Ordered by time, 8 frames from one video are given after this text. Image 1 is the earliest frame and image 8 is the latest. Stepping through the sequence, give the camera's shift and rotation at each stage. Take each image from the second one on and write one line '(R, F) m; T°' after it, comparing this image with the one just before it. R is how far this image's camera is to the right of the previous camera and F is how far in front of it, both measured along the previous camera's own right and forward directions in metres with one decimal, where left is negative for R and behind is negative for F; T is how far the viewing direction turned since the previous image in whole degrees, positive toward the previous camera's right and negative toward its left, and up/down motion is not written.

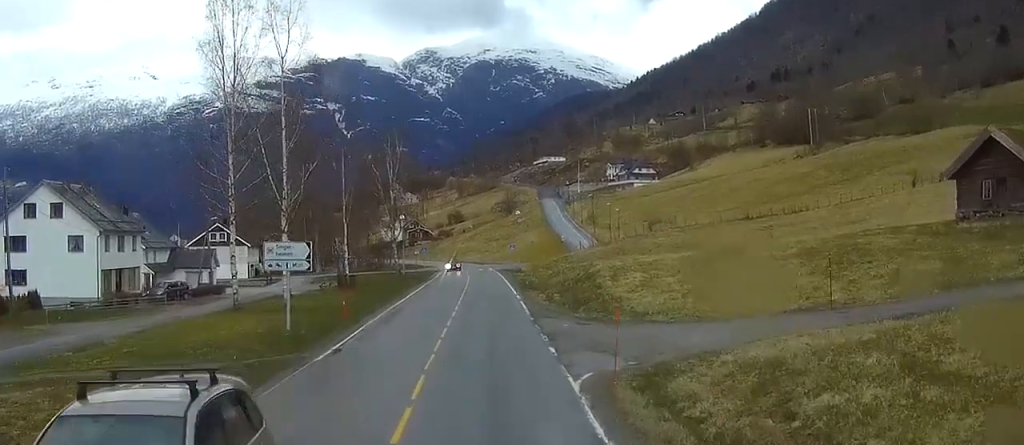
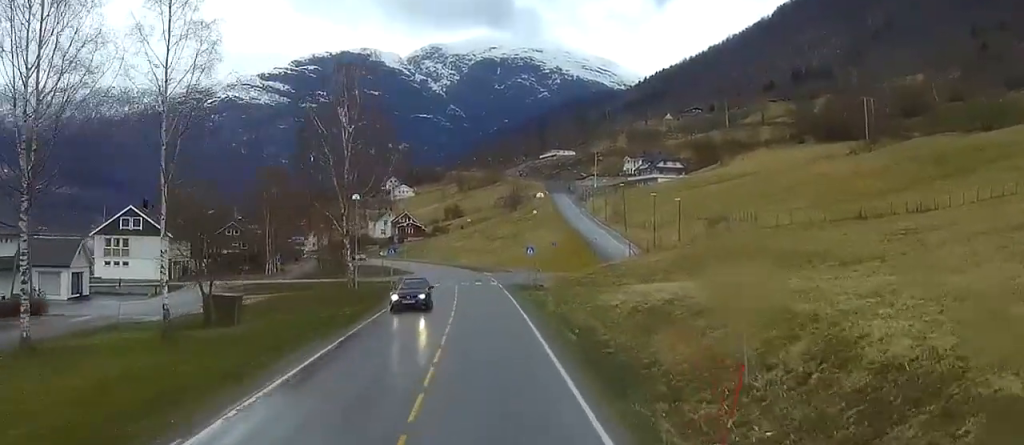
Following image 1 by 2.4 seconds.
(+1.8, +44.2) m; +4°
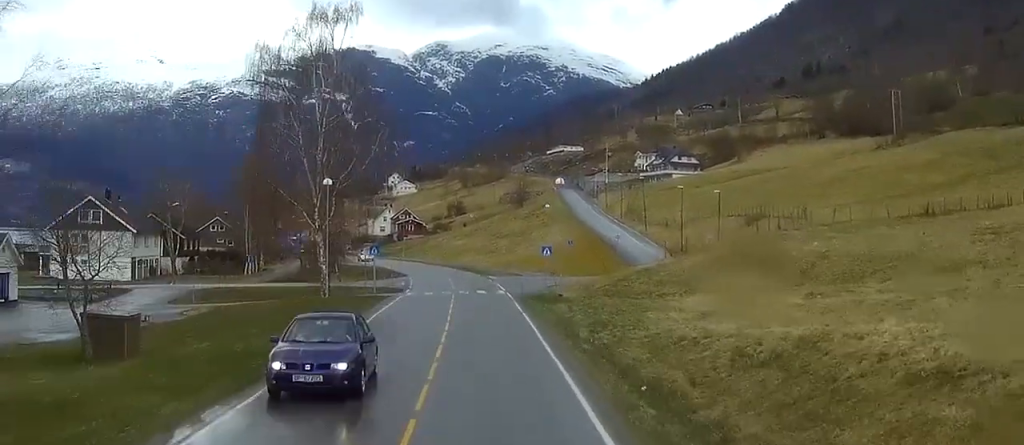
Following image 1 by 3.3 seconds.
(-0.1, +15.0) m; 0°
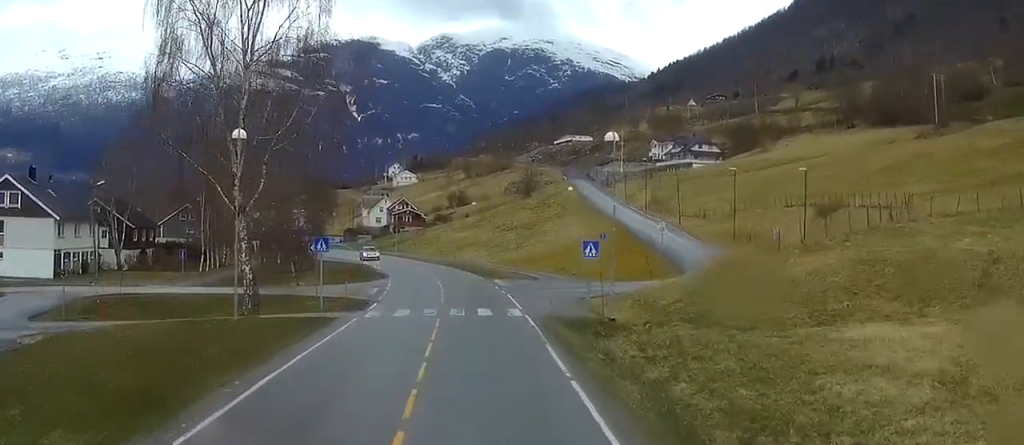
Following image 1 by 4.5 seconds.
(+0.3, +21.5) m; +2°
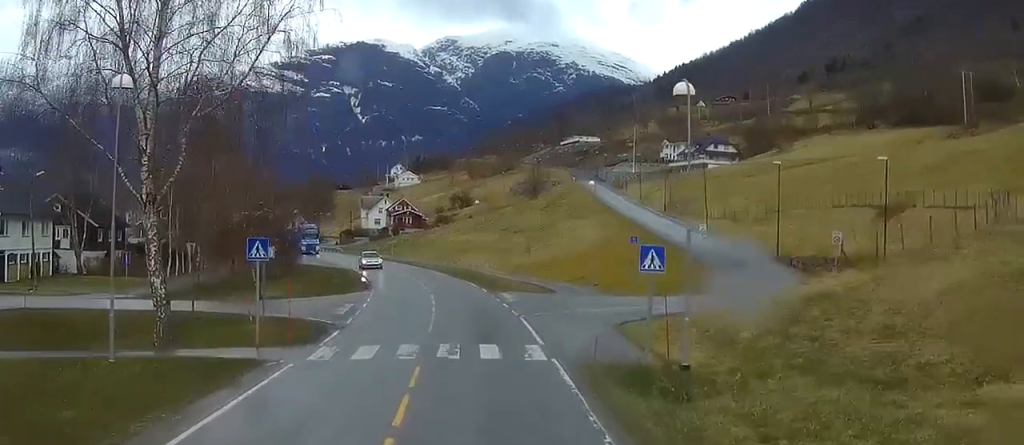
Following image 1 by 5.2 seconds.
(+0.1, +12.0) m; 0°
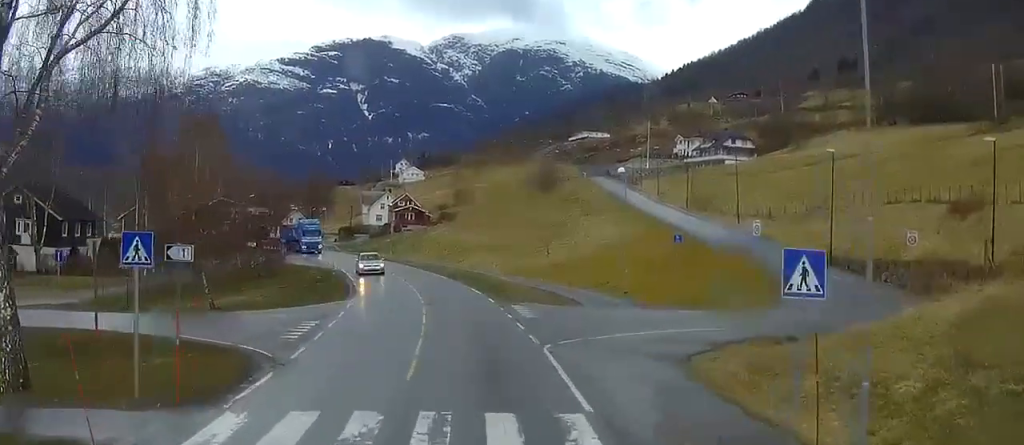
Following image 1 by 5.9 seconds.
(0.0, +10.5) m; -1°
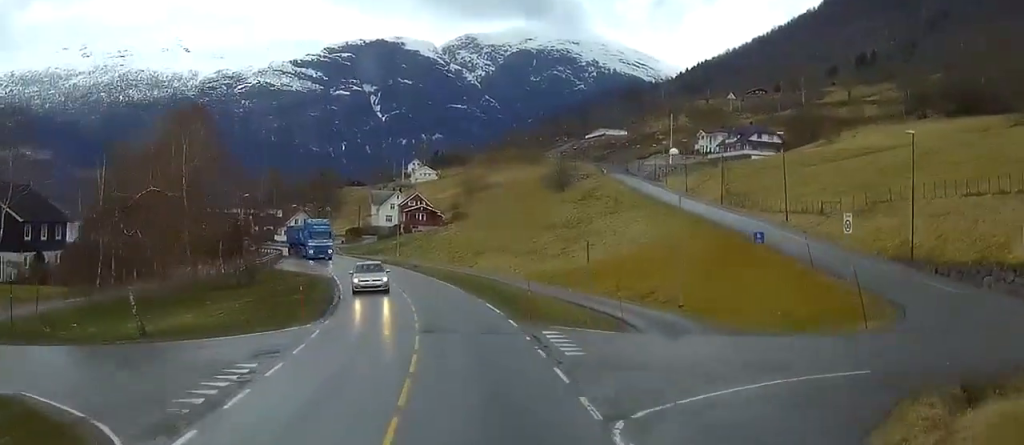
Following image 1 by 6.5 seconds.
(-0.1, +10.6) m; -2°
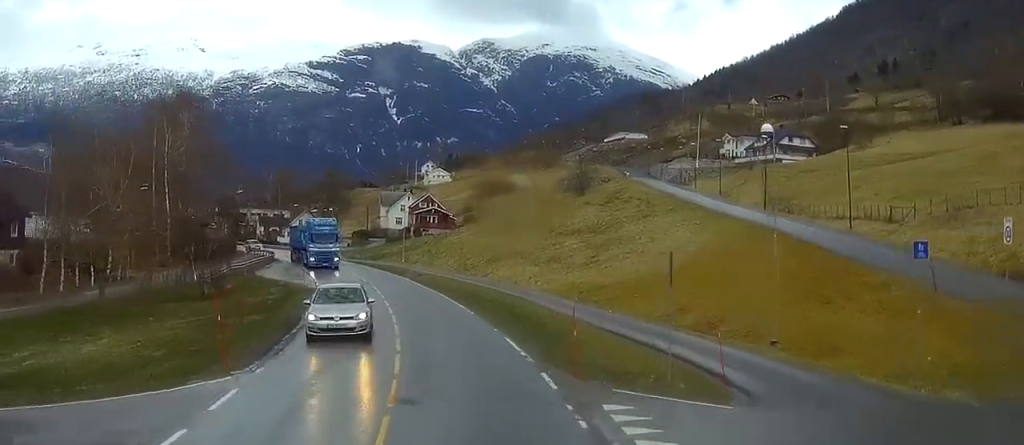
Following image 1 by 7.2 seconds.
(-0.2, +11.4) m; -2°
